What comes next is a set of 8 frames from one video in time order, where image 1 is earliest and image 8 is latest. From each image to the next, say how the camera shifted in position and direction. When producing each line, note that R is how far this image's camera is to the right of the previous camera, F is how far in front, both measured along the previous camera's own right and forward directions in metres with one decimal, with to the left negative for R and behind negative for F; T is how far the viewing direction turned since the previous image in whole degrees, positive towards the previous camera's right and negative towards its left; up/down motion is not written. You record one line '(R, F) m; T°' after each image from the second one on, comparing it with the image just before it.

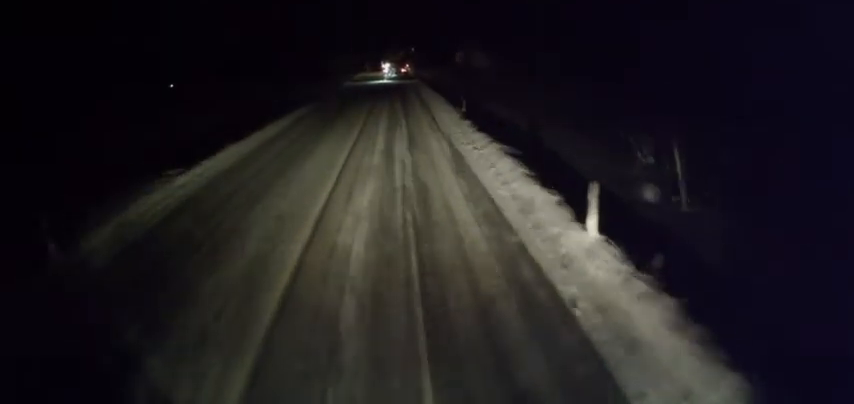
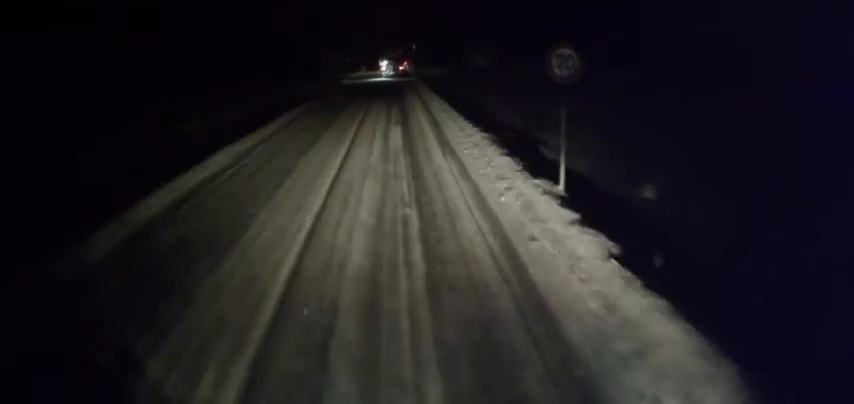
(0.0, +14.6) m; 0°
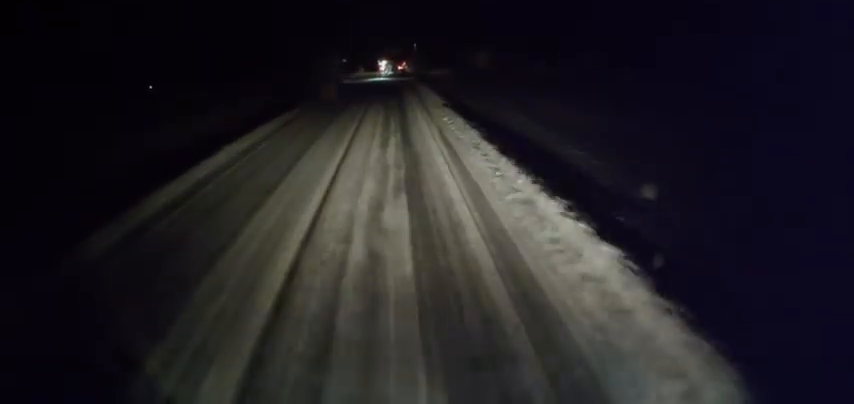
(0.0, +9.3) m; 0°
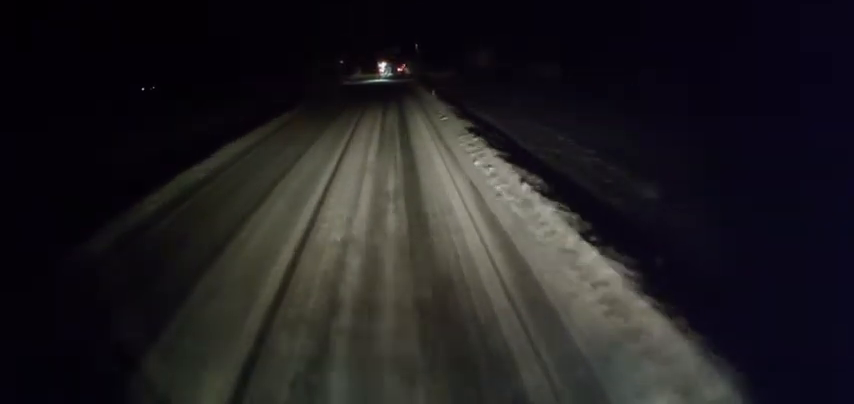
(0.0, +7.6) m; 0°
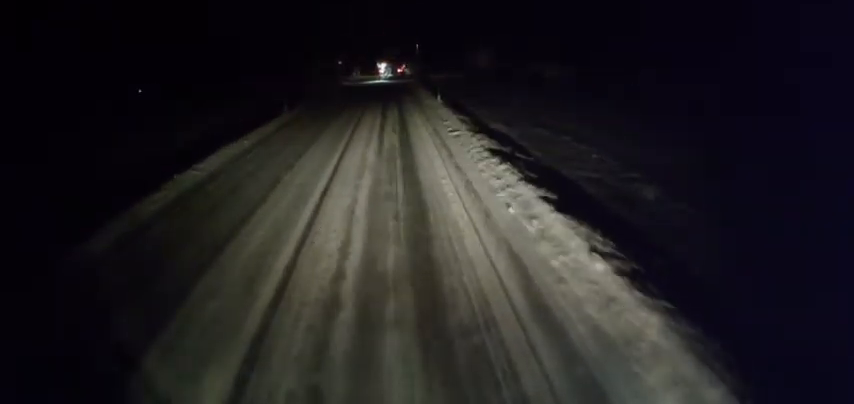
(0.0, +3.6) m; 0°
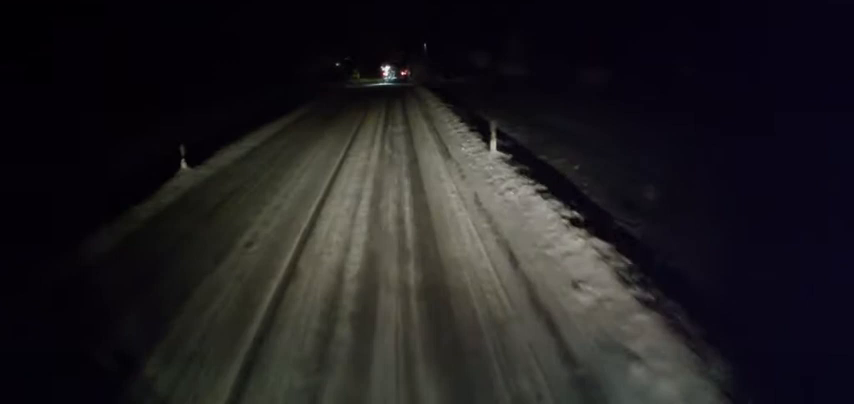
(0.0, +14.0) m; -2°
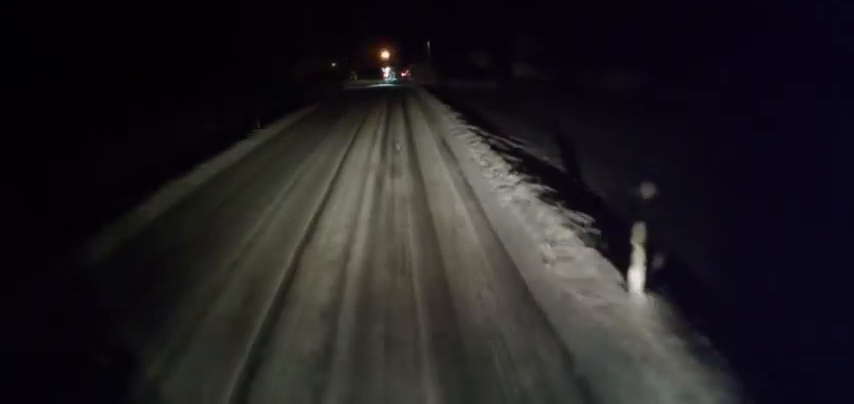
(-0.3, +8.0) m; -2°
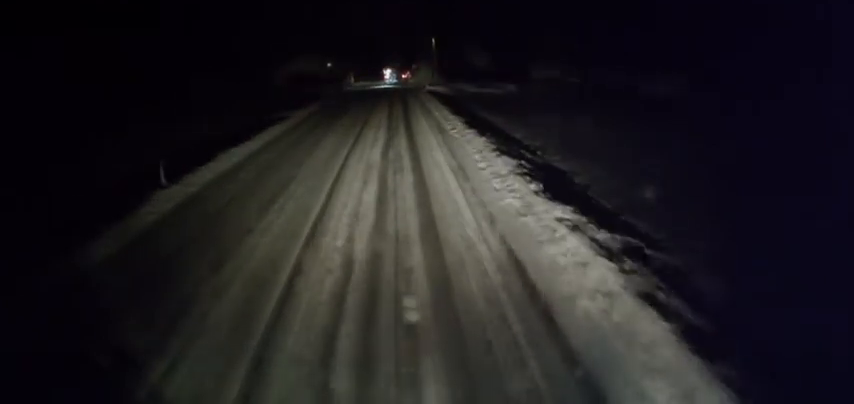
(0.0, +10.1) m; 0°
